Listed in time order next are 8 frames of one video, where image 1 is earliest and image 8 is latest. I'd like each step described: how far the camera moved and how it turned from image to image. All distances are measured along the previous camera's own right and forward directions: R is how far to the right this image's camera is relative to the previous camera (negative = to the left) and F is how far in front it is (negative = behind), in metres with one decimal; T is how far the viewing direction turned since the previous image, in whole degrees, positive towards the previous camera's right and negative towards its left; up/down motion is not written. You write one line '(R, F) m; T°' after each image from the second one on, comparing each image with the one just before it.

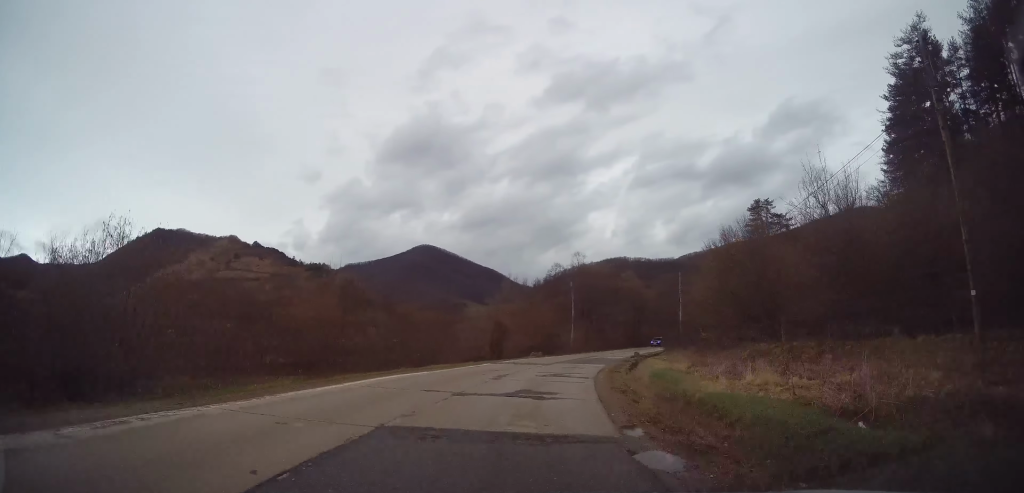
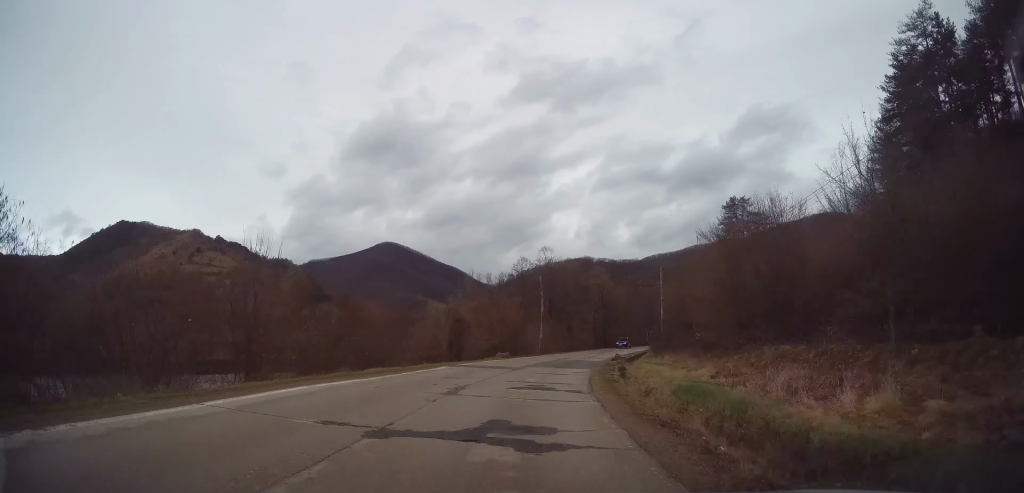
(+0.2, +5.8) m; +4°
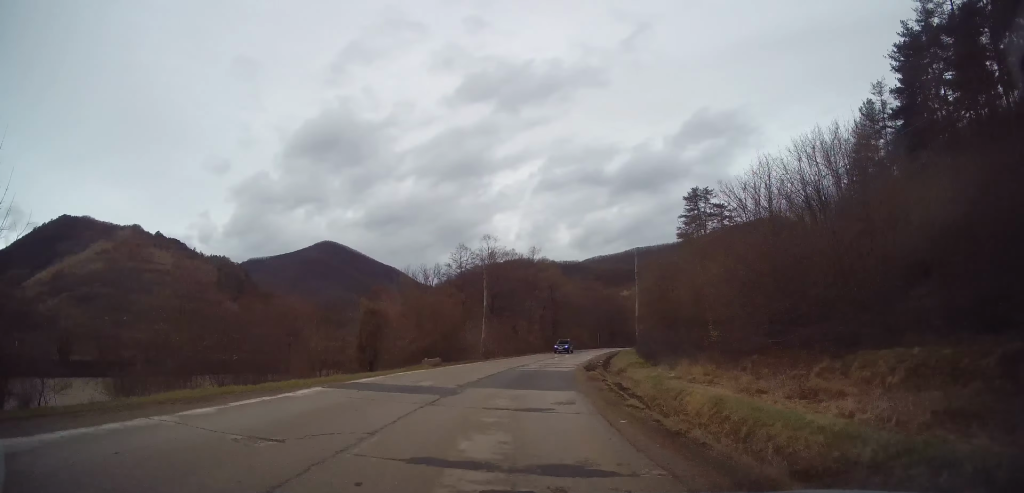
(+0.8, +11.5) m; +7°
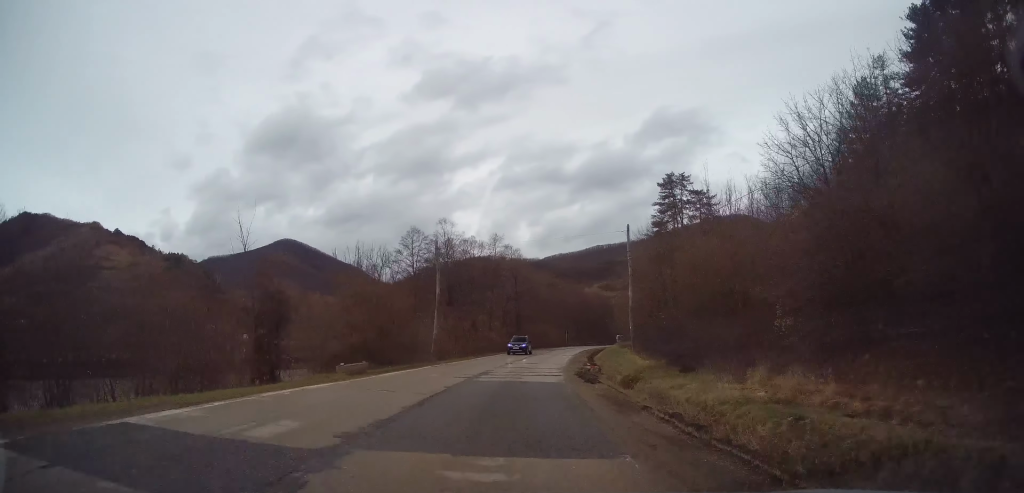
(+0.4, +9.3) m; +3°
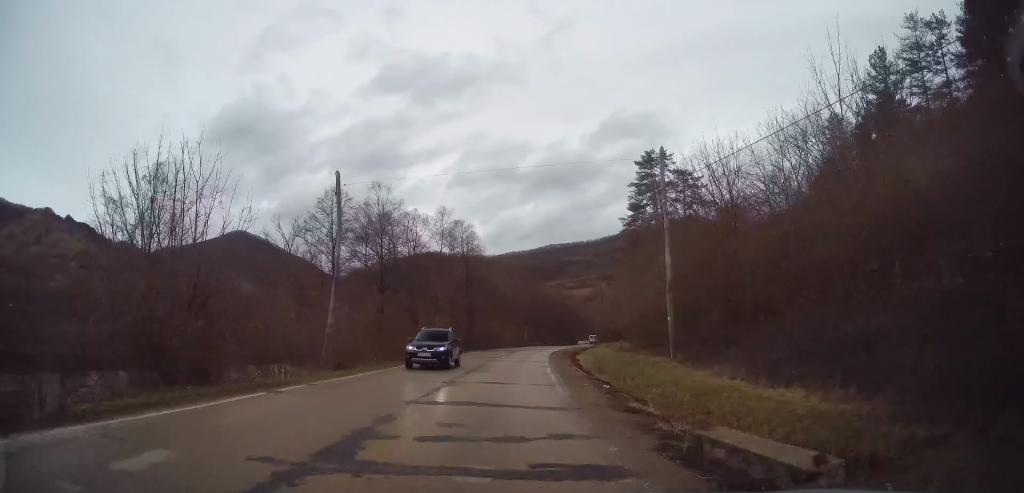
(+0.4, +14.5) m; +3°
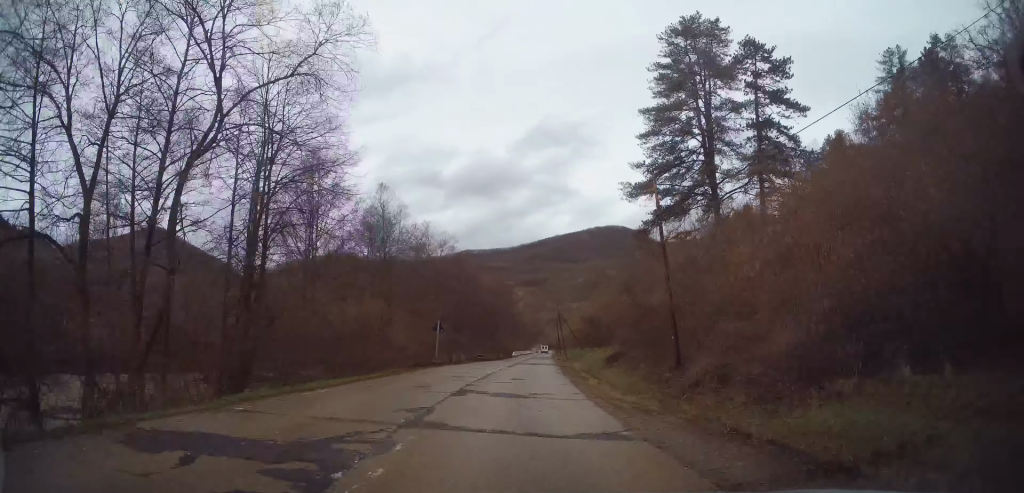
(+3.0, +44.5) m; +10°
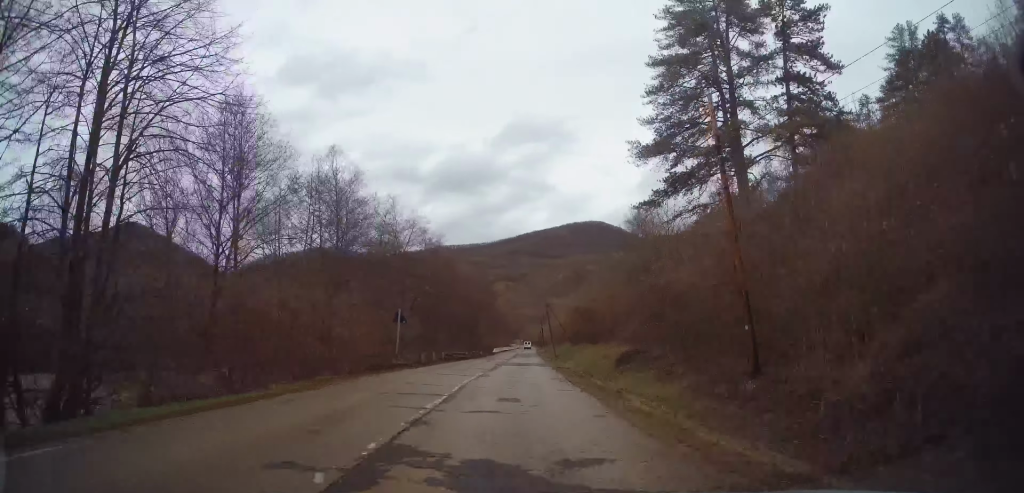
(+0.2, +7.9) m; +1°
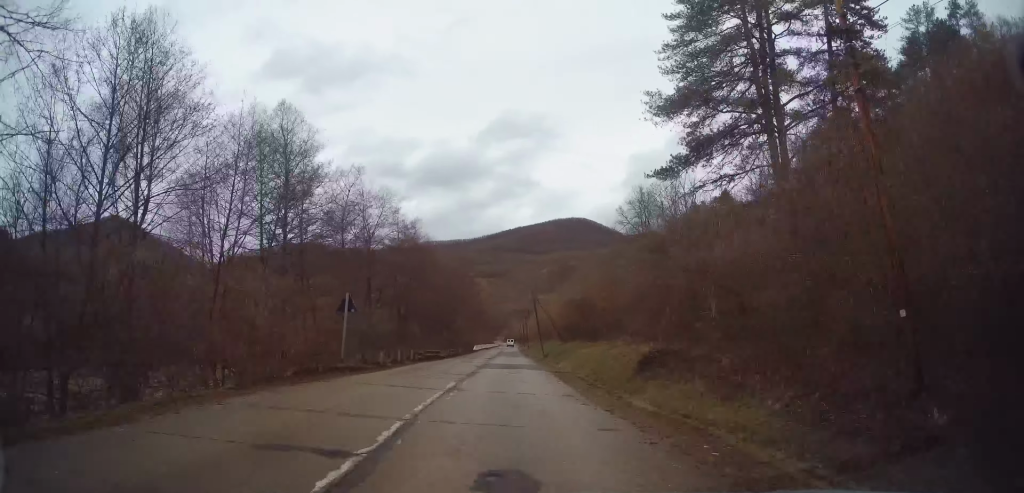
(+0.1, +6.9) m; +1°
